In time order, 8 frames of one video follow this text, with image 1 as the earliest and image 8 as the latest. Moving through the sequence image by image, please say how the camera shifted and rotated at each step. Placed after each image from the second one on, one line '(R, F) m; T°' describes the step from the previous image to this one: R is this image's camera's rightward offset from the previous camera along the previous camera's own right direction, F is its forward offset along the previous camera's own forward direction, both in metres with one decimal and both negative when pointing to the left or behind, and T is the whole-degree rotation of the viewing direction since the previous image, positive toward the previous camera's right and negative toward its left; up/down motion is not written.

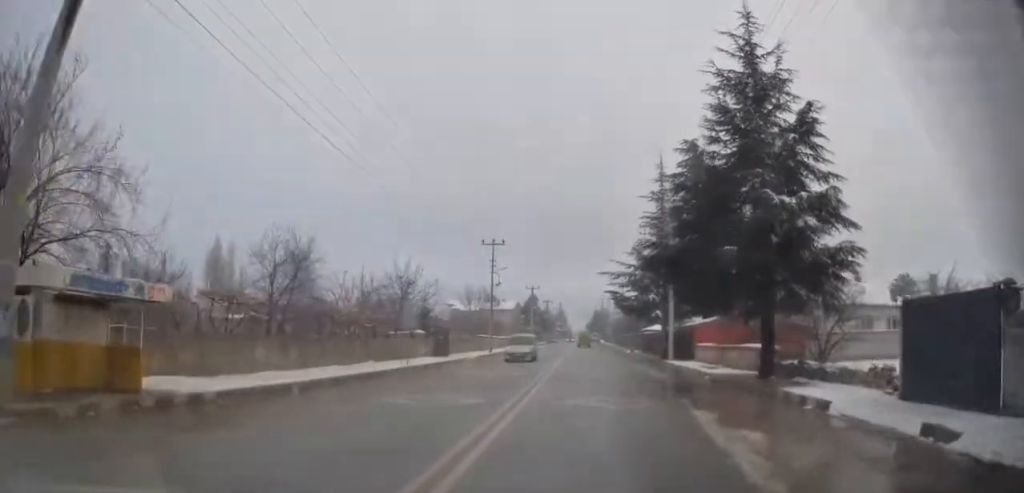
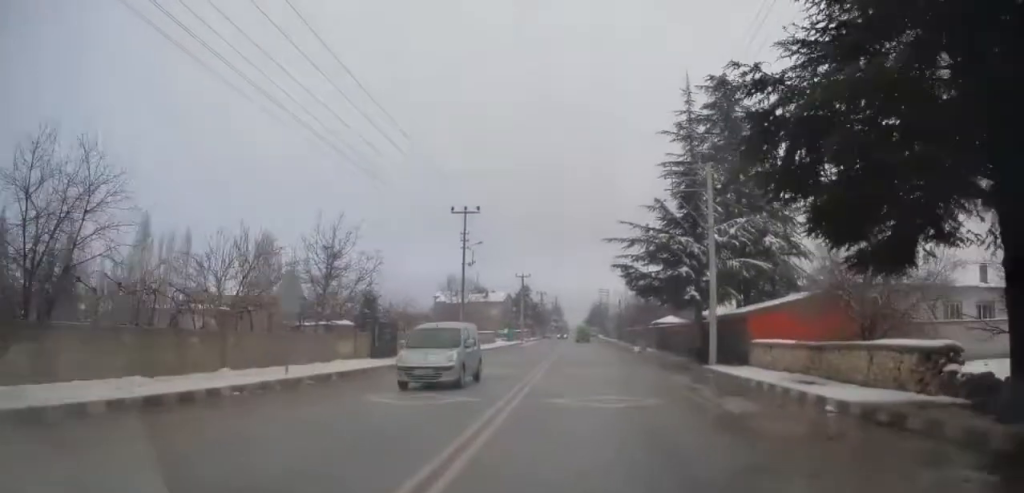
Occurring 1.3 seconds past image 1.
(+0.1, +12.0) m; -1°
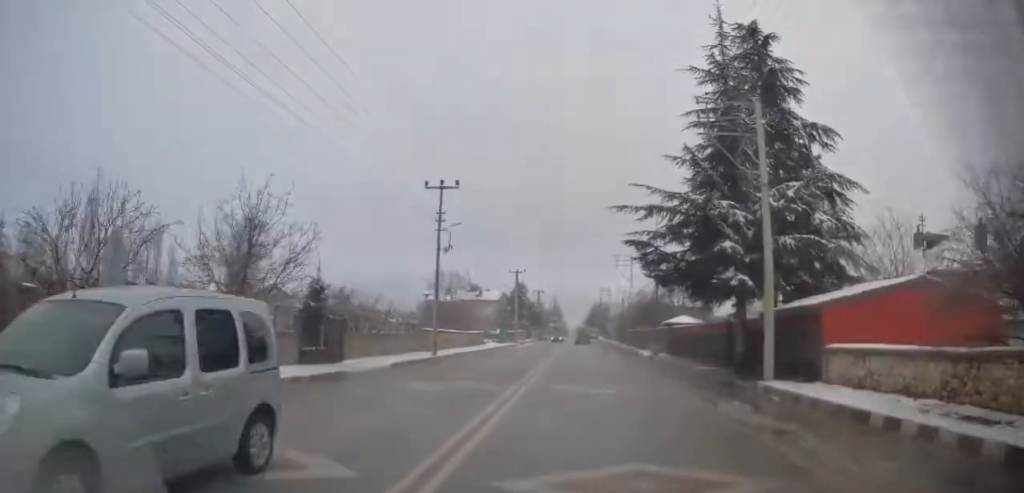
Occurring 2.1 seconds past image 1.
(-0.1, +6.9) m; -1°
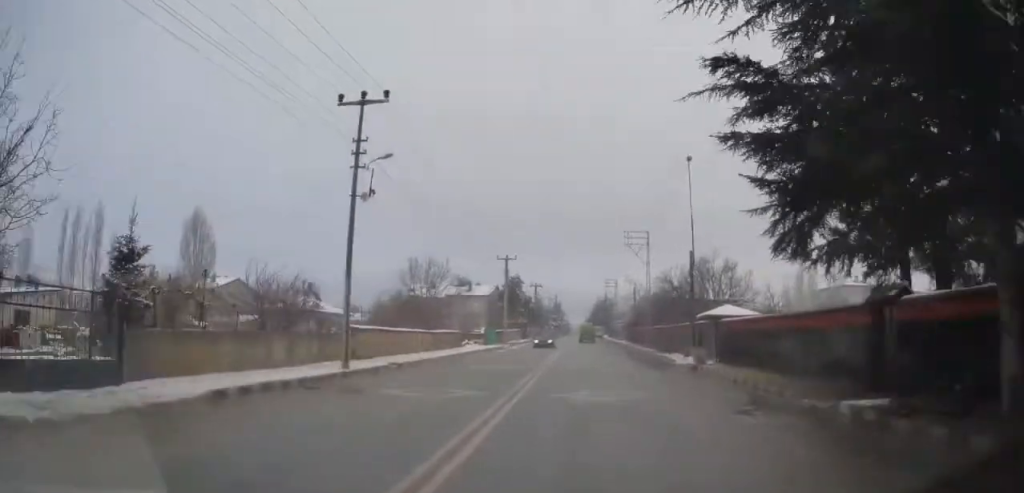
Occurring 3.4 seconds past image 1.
(-0.1, +13.2) m; 0°
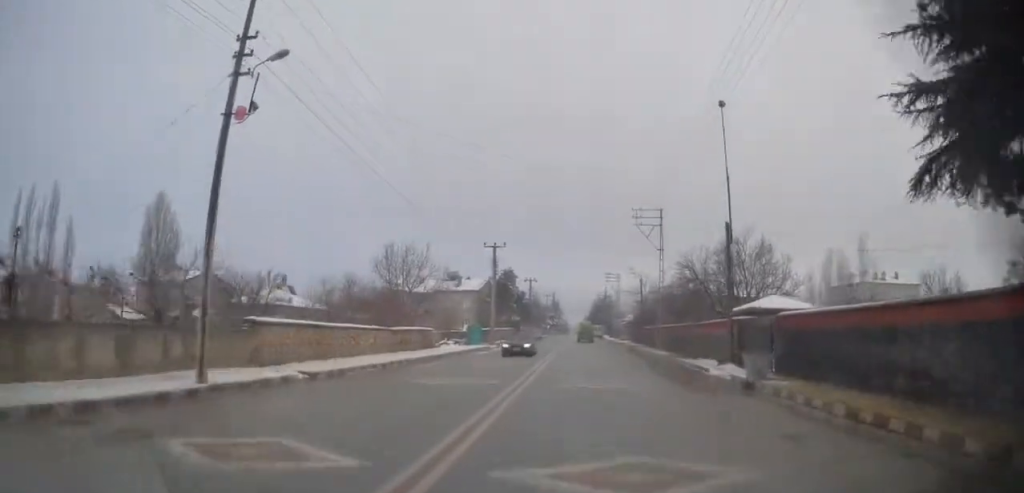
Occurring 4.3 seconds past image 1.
(0.0, +8.5) m; -1°
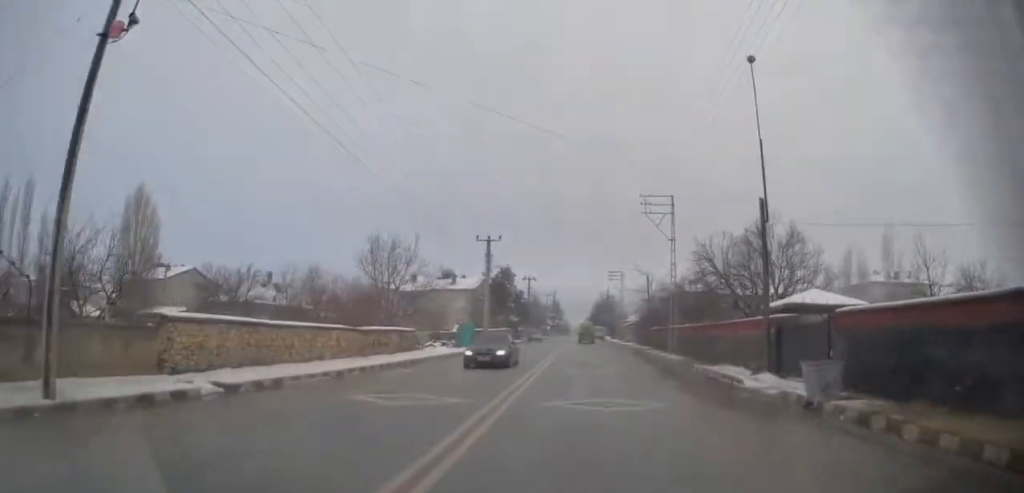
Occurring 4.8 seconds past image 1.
(0.0, +4.6) m; -1°
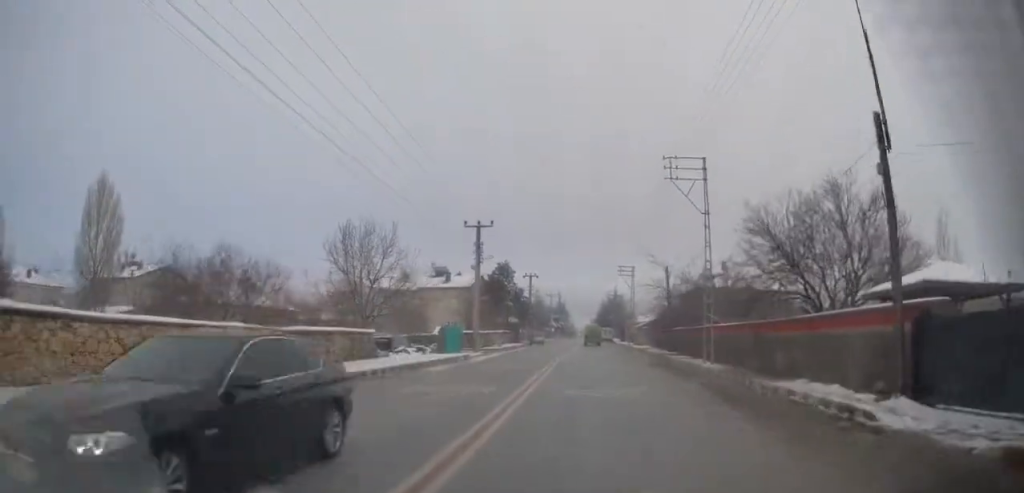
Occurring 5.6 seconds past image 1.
(-0.1, +7.9) m; 0°
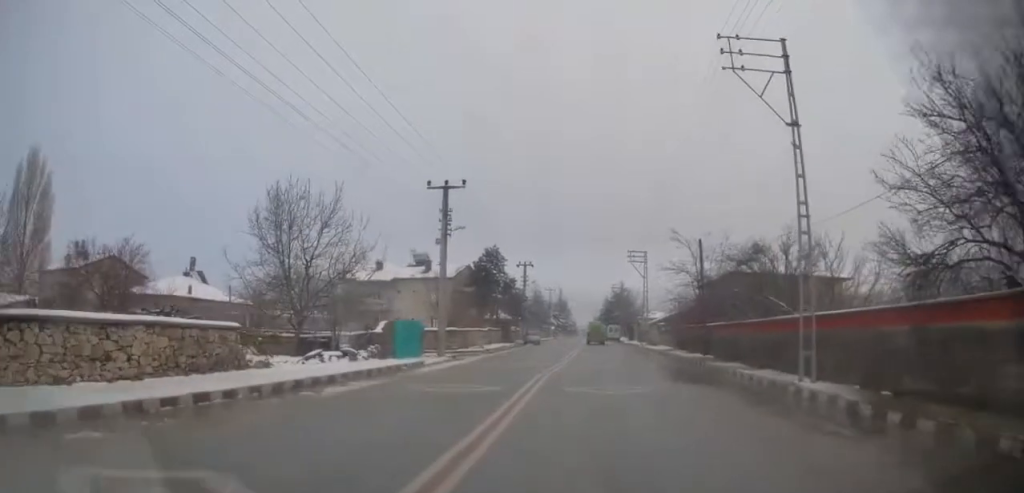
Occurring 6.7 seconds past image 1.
(+0.1, +11.5) m; +2°
